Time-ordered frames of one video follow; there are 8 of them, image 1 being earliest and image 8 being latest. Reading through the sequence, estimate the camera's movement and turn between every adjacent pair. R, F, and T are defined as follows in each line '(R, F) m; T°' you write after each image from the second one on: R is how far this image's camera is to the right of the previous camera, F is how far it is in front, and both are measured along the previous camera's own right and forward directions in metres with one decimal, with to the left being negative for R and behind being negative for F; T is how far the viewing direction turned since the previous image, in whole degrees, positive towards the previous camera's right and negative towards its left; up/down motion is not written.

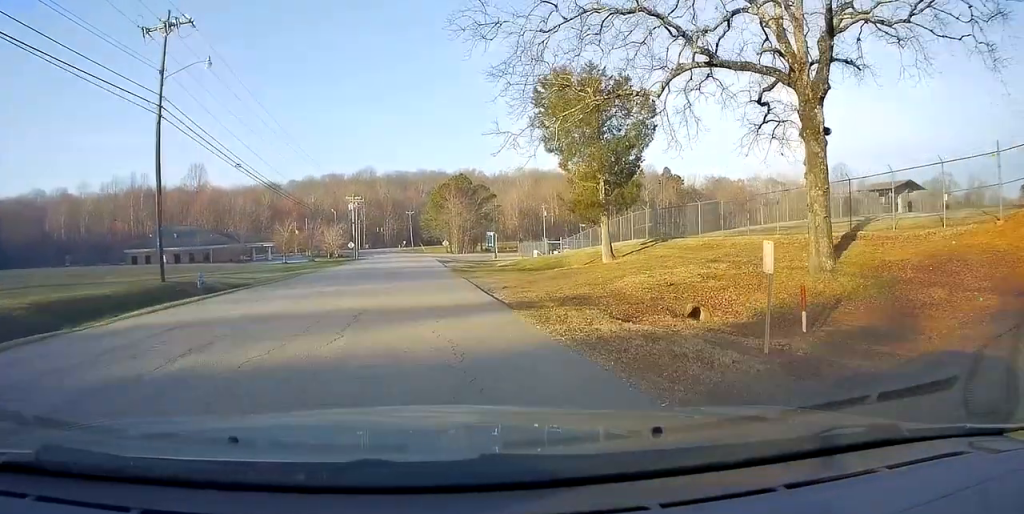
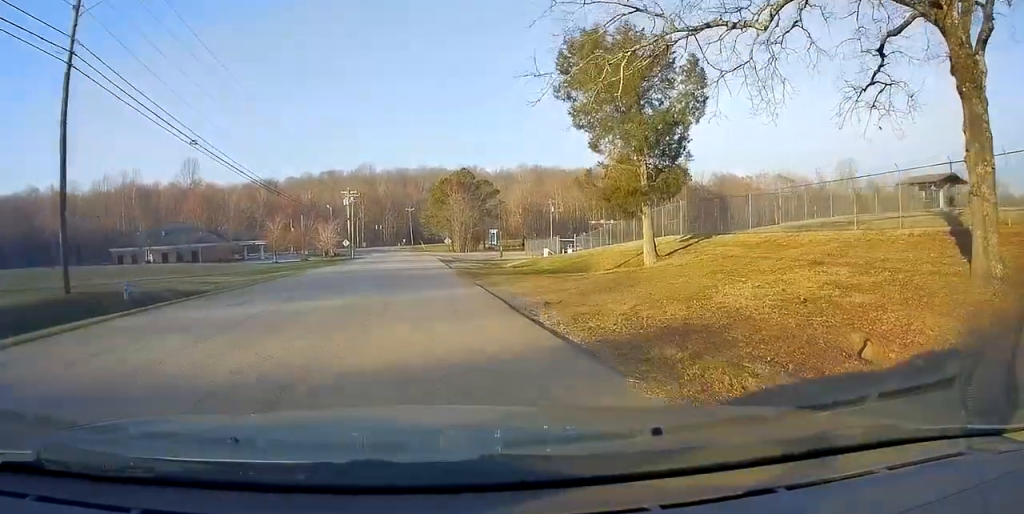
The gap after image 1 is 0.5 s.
(+0.1, +6.7) m; 0°
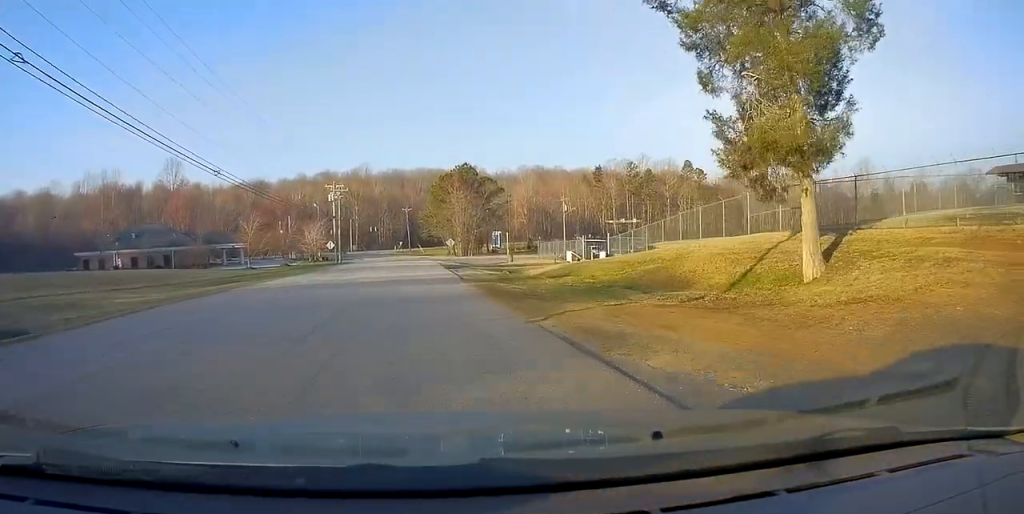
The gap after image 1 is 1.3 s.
(-0.2, +13.0) m; -1°
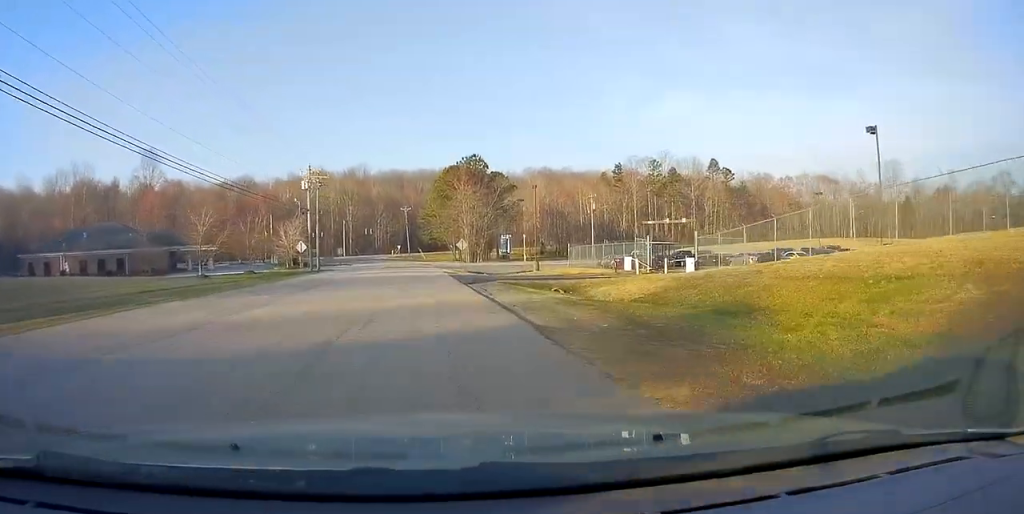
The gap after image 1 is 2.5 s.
(0.0, +18.5) m; +1°
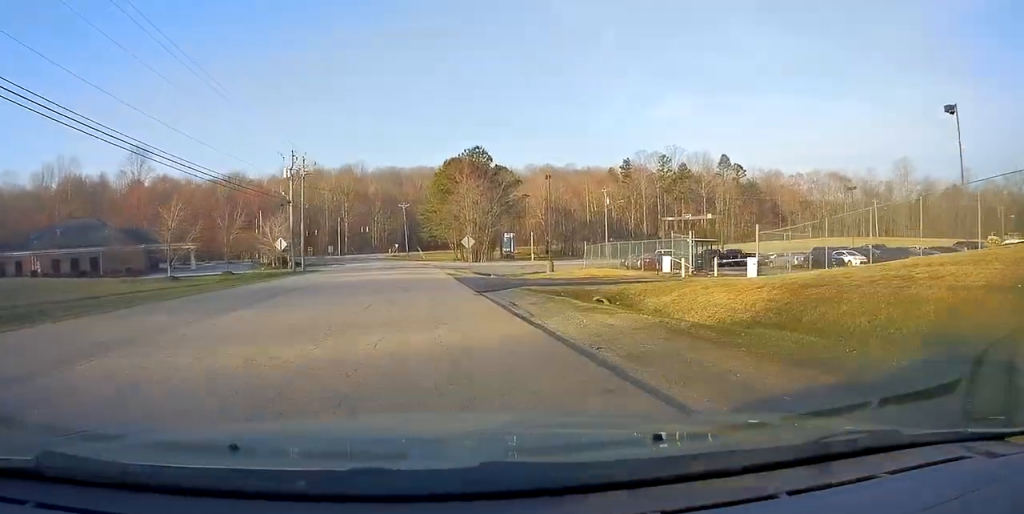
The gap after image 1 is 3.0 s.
(+0.1, +7.9) m; +1°
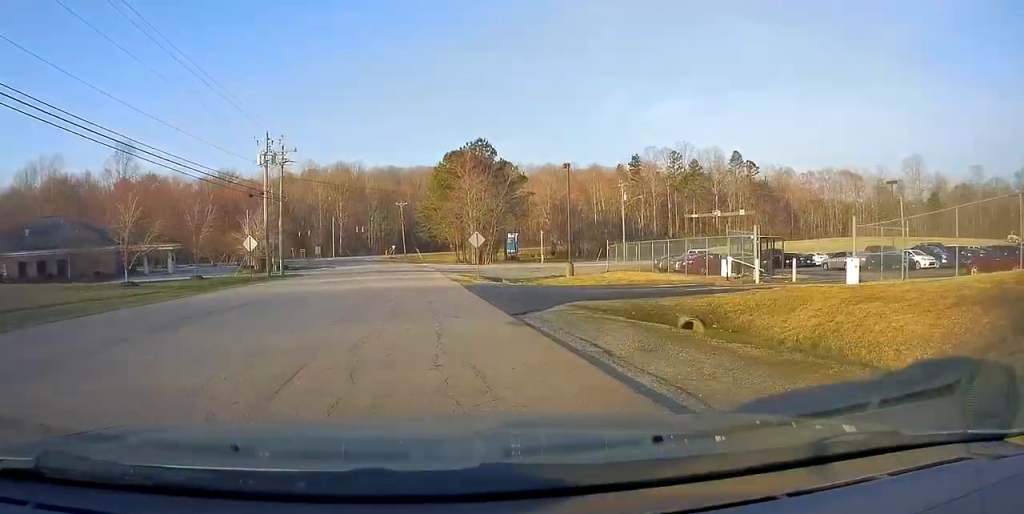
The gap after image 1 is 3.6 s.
(+0.1, +8.5) m; 0°
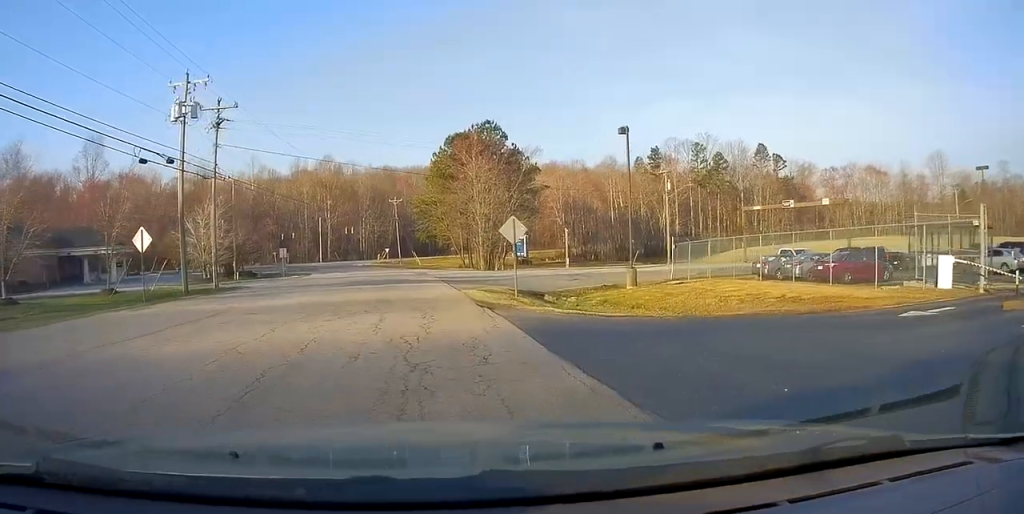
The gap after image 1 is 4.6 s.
(+0.1, +15.8) m; 0°
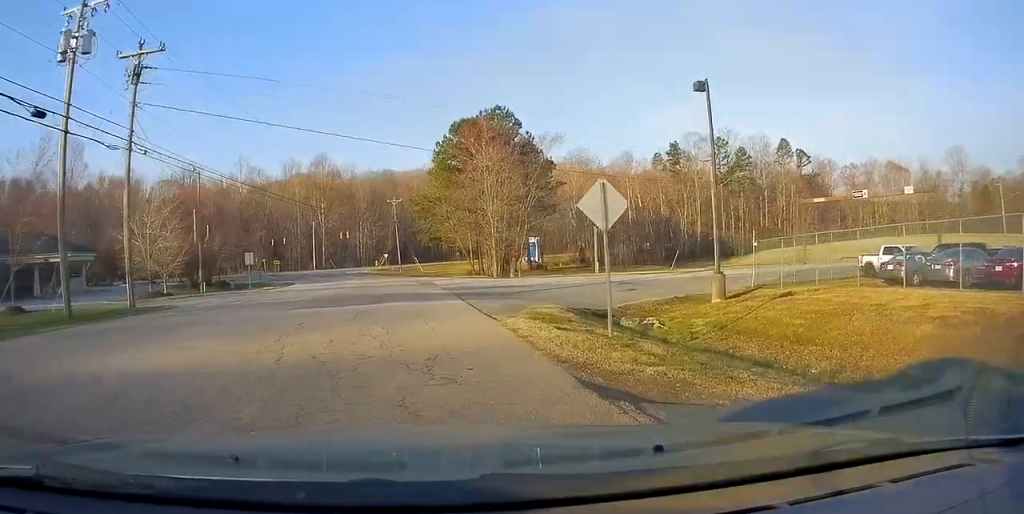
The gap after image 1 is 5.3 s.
(0.0, +11.2) m; 0°
